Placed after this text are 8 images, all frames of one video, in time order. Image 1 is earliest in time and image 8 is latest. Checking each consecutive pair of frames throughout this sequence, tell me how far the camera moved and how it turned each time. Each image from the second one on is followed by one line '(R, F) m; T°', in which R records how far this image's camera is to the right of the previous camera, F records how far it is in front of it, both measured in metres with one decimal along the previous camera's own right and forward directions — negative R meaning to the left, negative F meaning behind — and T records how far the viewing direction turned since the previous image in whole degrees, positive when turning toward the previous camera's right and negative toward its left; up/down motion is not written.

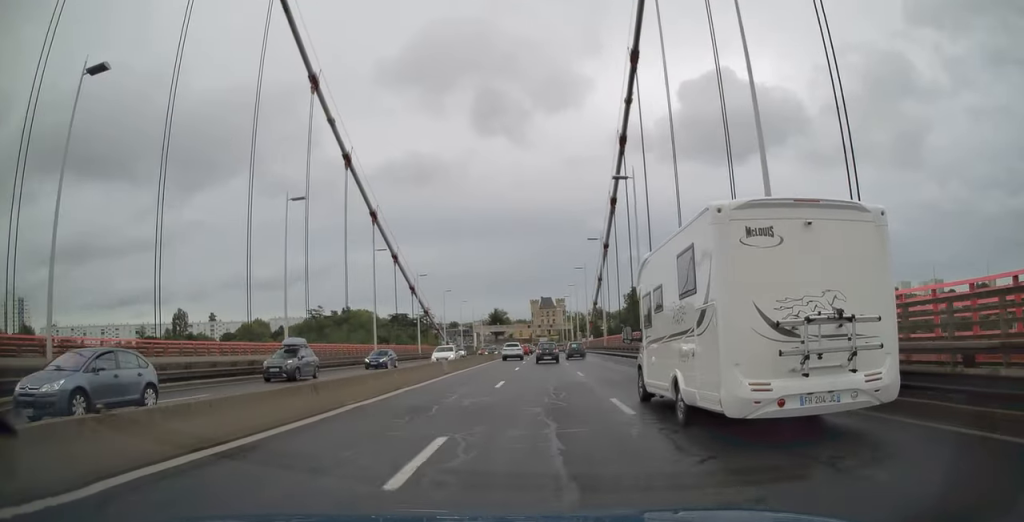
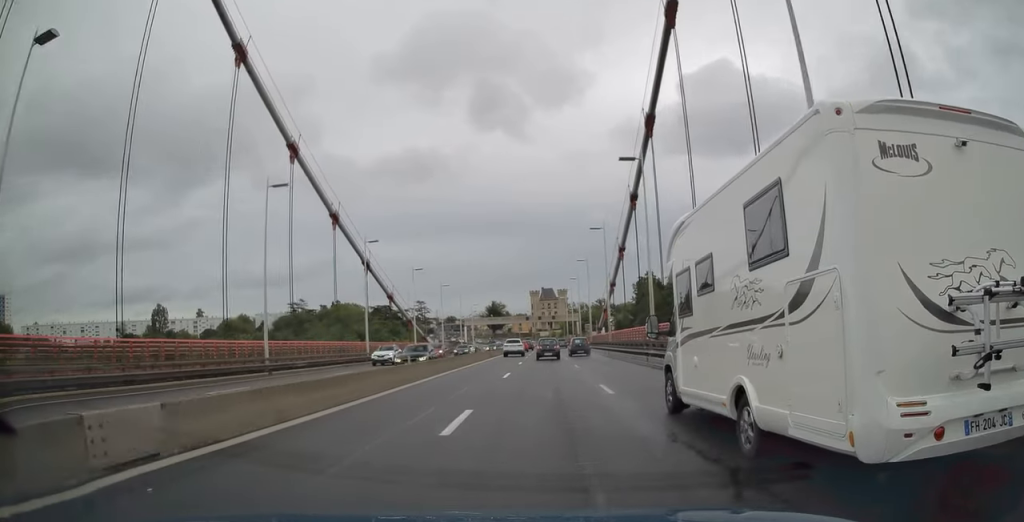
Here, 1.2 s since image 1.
(-0.3, +22.2) m; 0°
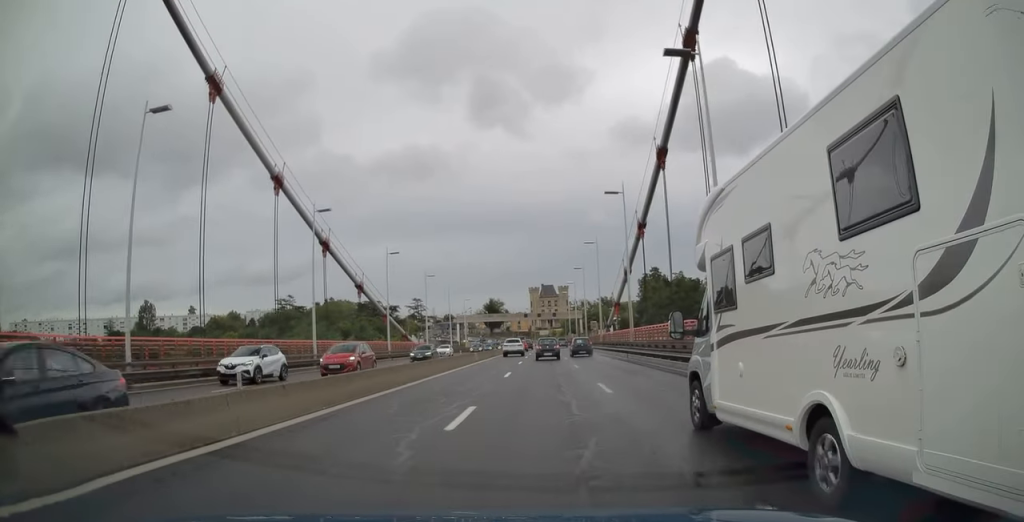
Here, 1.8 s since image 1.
(+0.1, +12.1) m; +1°
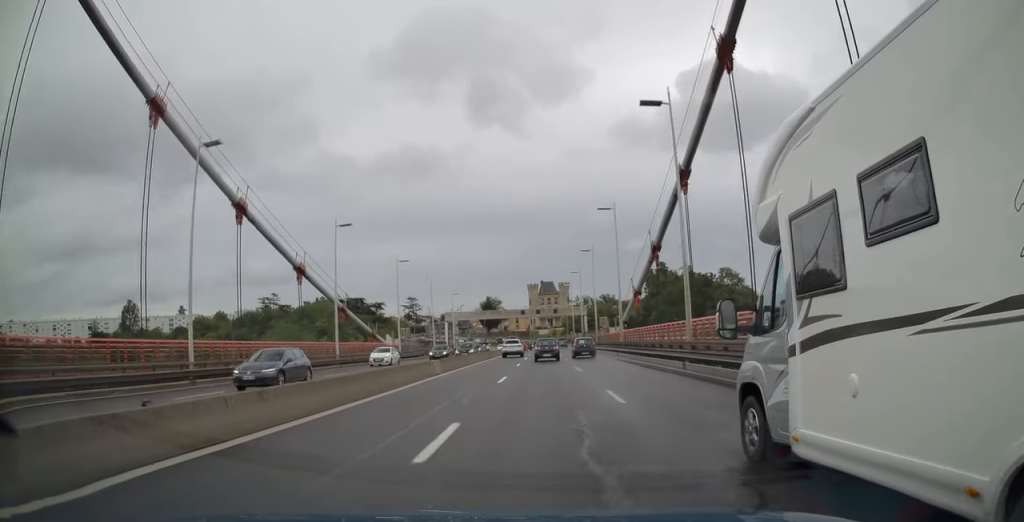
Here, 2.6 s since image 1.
(+0.2, +14.9) m; 0°
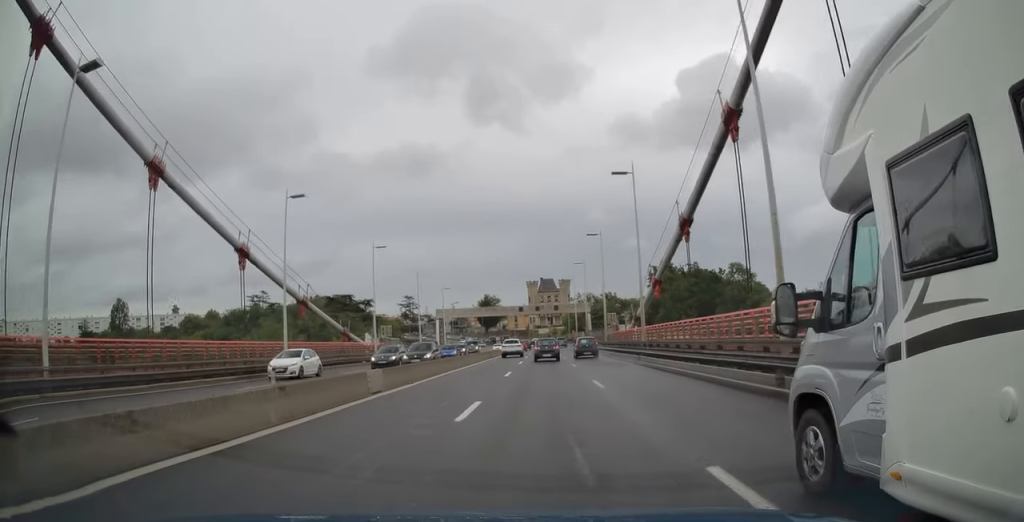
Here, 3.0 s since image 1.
(0.0, +9.2) m; -1°
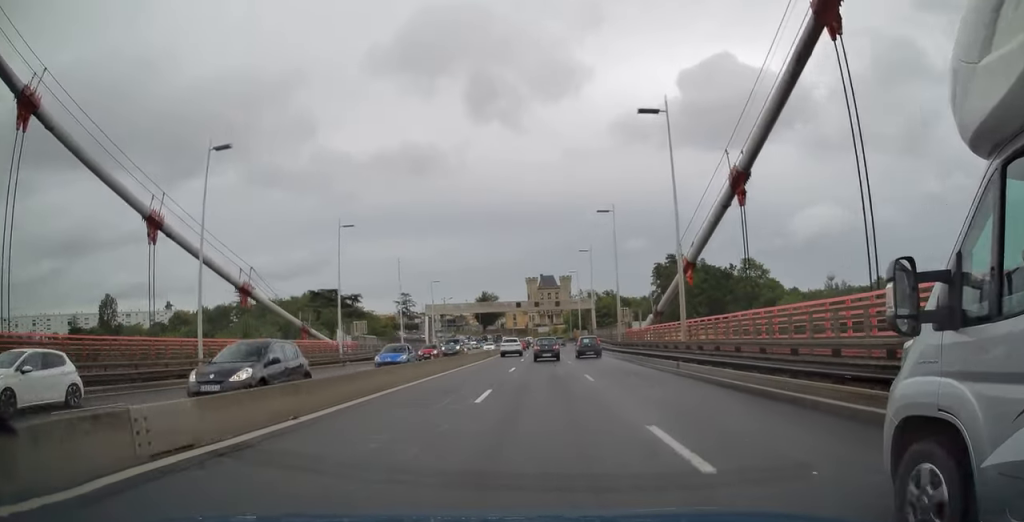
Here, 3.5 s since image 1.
(+0.1, +9.6) m; -1°
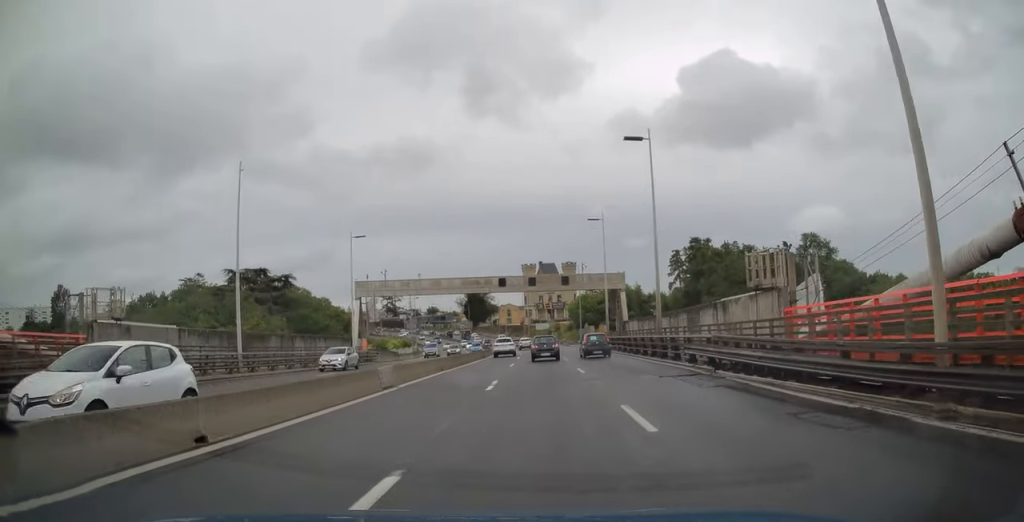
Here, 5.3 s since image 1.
(-0.2, +36.1) m; +1°
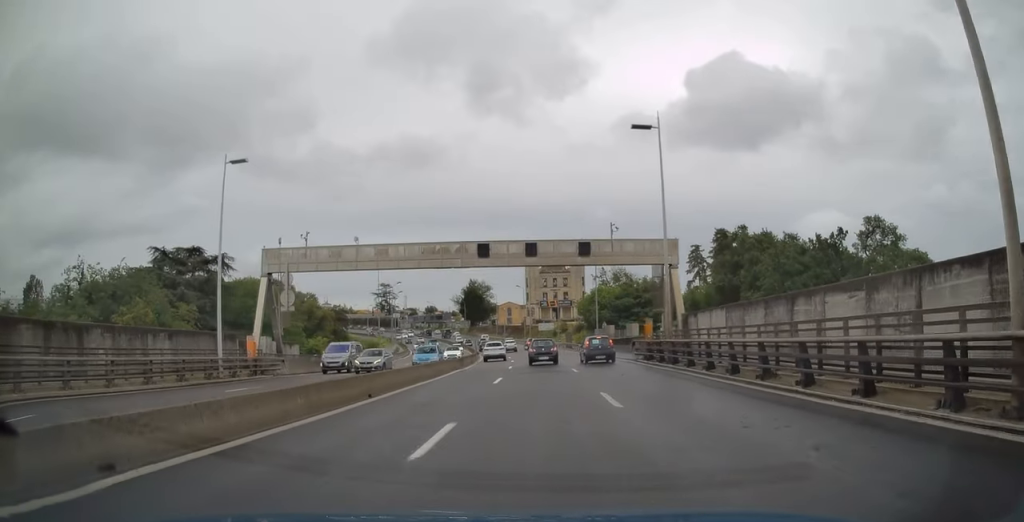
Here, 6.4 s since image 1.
(+0.1, +22.4) m; 0°
